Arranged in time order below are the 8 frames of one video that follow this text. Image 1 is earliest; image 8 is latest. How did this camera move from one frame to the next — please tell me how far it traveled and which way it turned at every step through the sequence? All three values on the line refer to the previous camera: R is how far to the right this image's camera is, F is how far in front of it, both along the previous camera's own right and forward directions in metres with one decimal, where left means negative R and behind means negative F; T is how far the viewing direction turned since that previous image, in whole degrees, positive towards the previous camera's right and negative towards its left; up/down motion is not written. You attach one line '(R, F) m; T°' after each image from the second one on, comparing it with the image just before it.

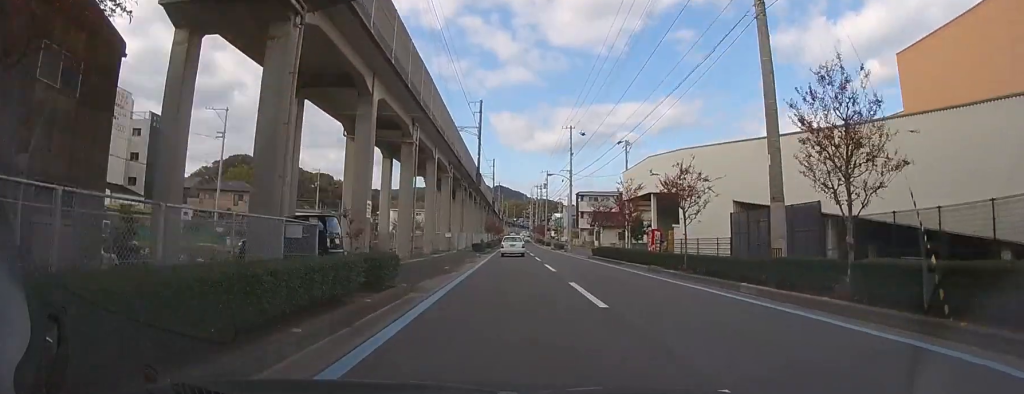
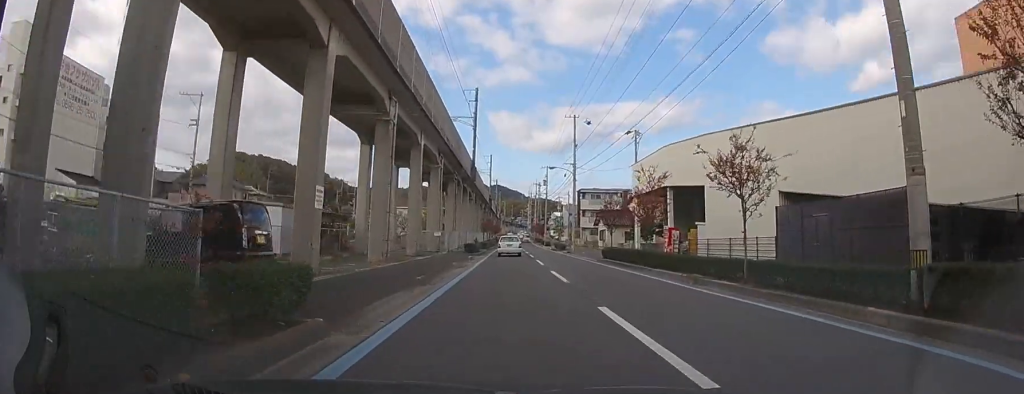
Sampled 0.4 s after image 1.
(0.0, +5.3) m; 0°
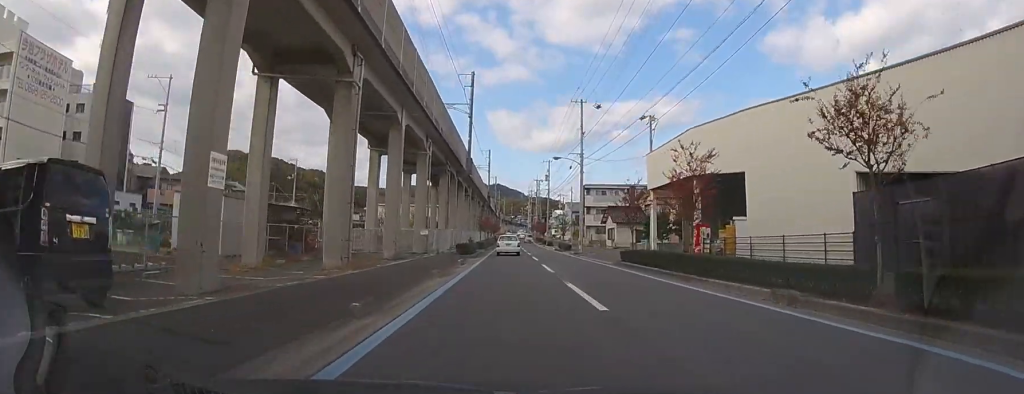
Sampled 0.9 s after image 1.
(+0.1, +5.3) m; 0°
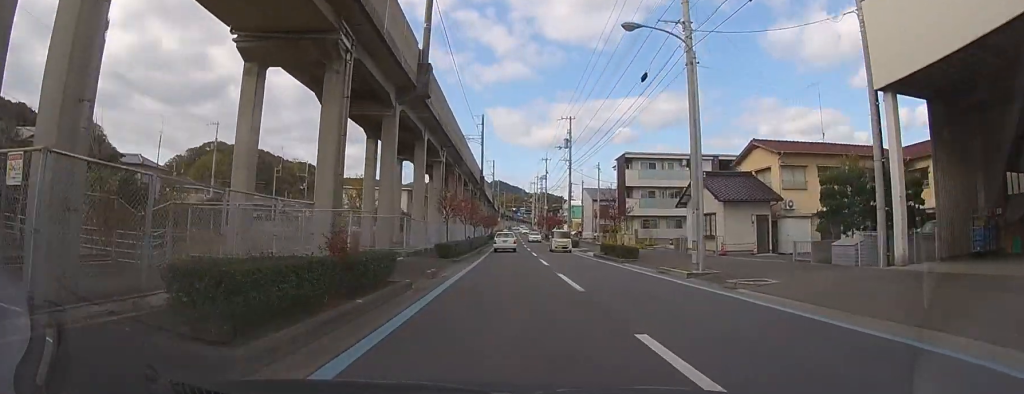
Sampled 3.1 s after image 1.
(0.0, +27.6) m; -1°
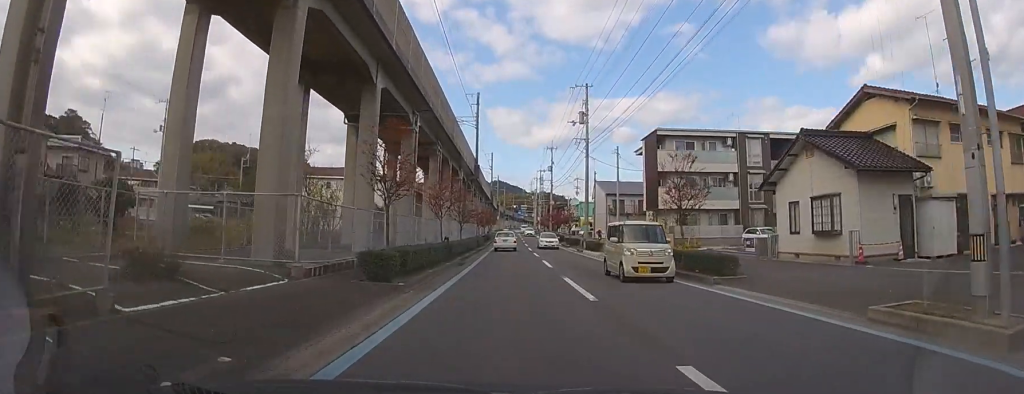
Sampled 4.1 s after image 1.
(0.0, +11.7) m; 0°
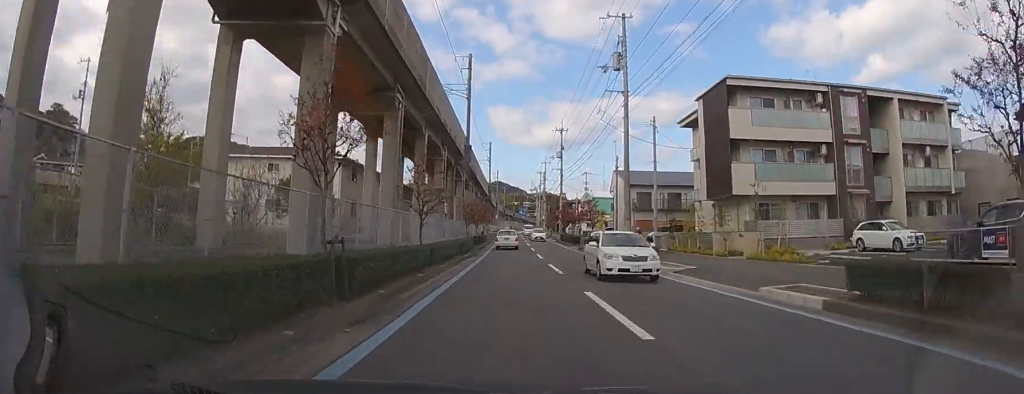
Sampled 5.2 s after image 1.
(0.0, +13.6) m; 0°
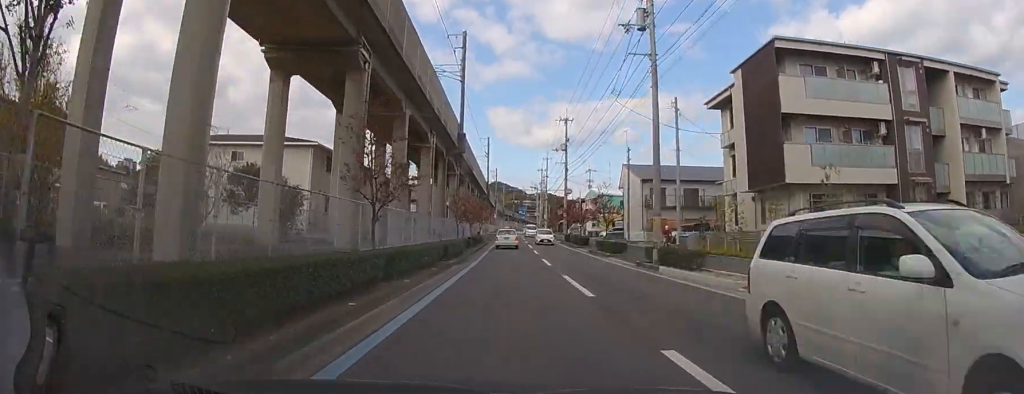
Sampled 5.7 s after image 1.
(0.0, +5.5) m; 0°
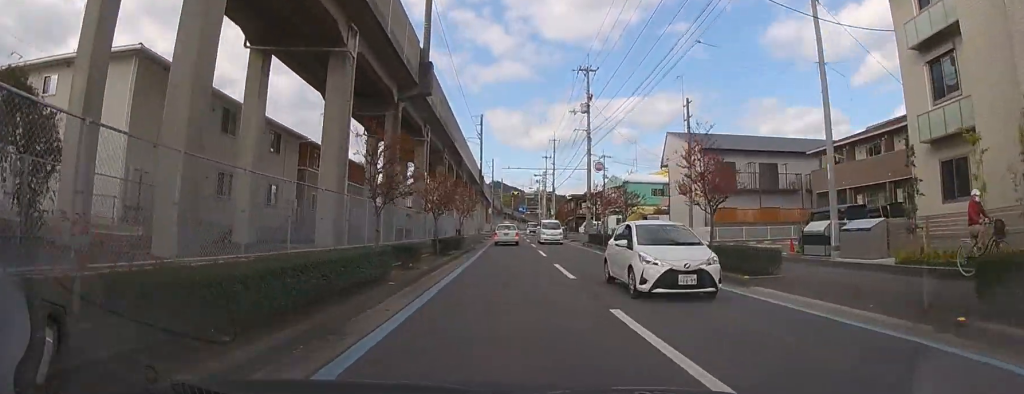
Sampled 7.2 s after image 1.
(0.0, +17.3) m; 0°
